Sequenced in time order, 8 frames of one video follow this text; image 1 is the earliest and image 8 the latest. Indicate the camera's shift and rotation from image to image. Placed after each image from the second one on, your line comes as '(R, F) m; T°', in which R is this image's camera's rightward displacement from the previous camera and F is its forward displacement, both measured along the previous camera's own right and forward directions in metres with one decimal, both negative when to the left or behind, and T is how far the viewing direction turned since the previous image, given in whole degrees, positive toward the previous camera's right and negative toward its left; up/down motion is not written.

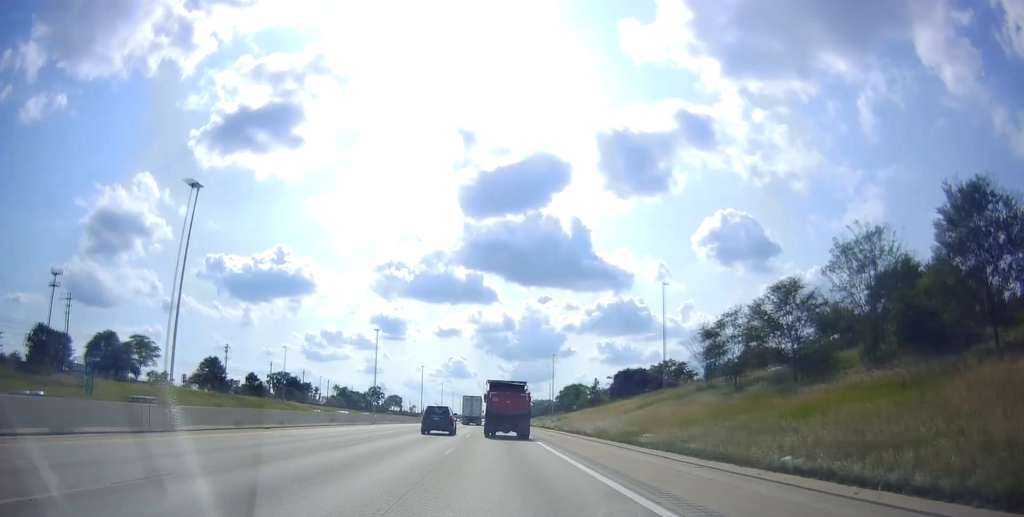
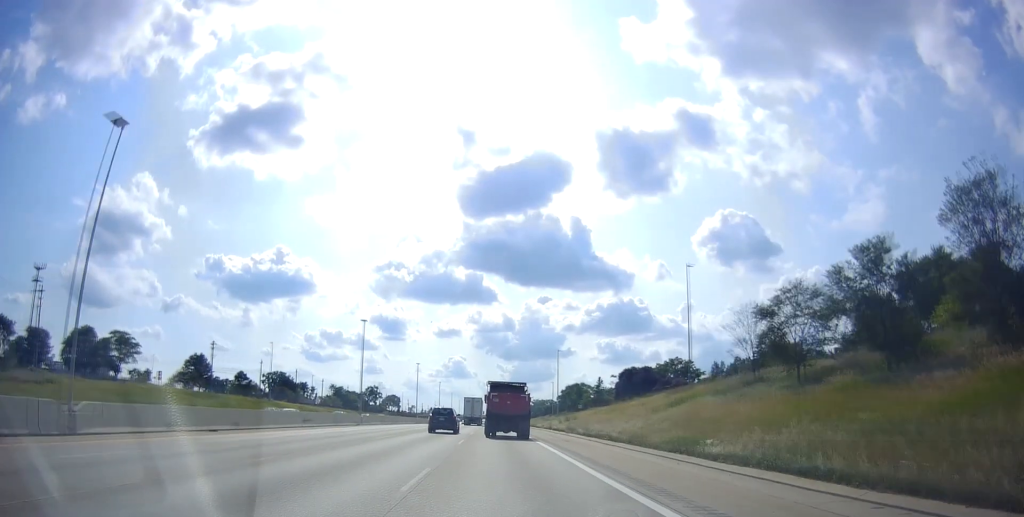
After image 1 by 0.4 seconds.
(-0.1, +8.6) m; -1°
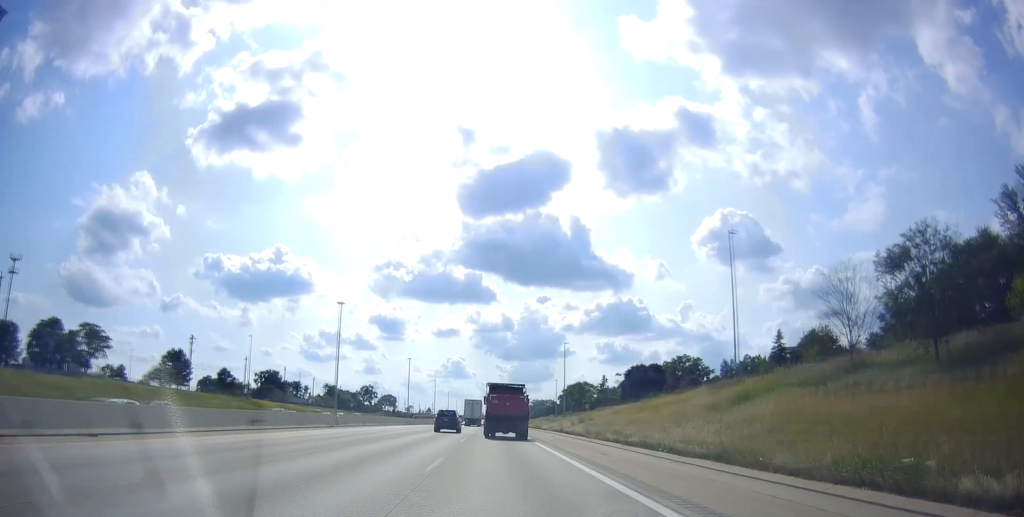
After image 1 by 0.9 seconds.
(0.0, +11.4) m; 0°
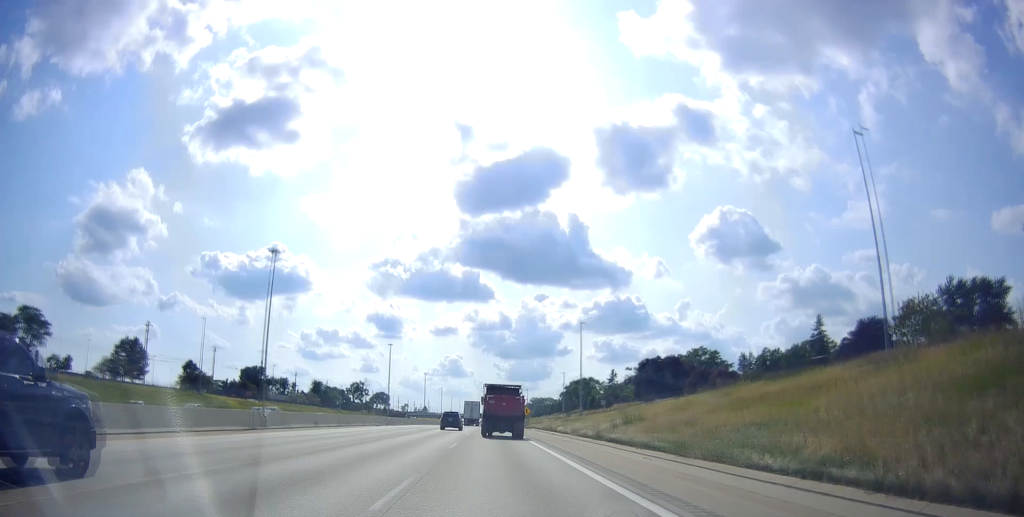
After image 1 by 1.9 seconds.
(0.0, +20.0) m; +1°
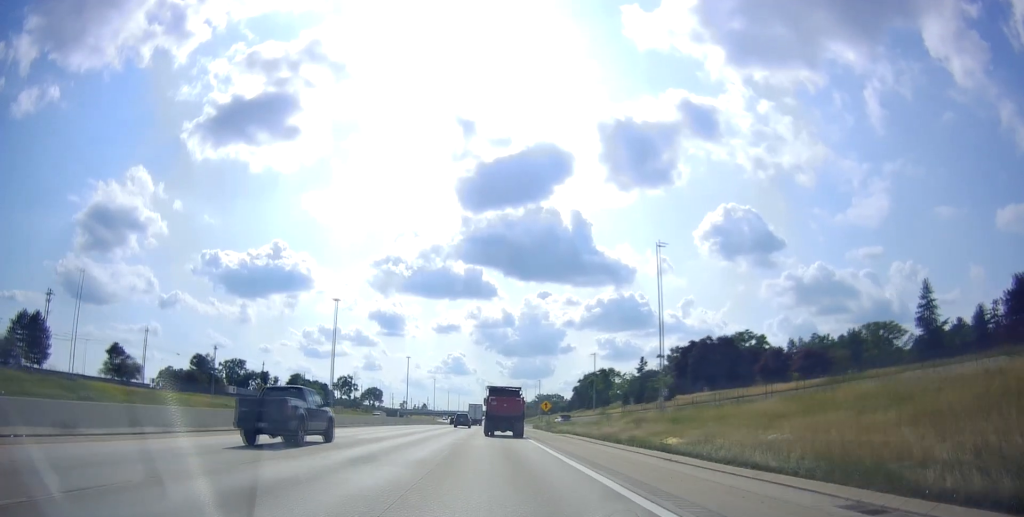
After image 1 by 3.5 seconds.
(+0.8, +35.8) m; +1°
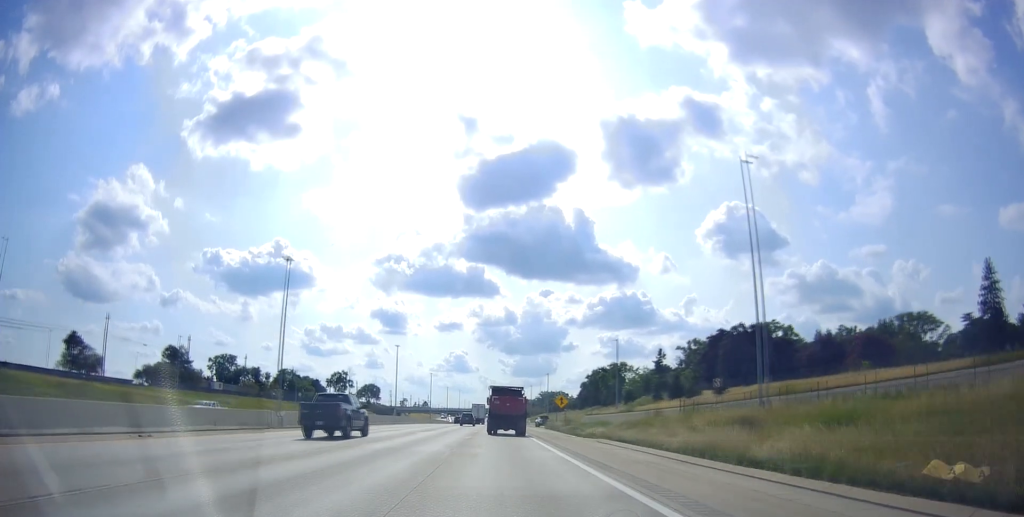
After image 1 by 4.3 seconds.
(-0.4, +15.8) m; 0°
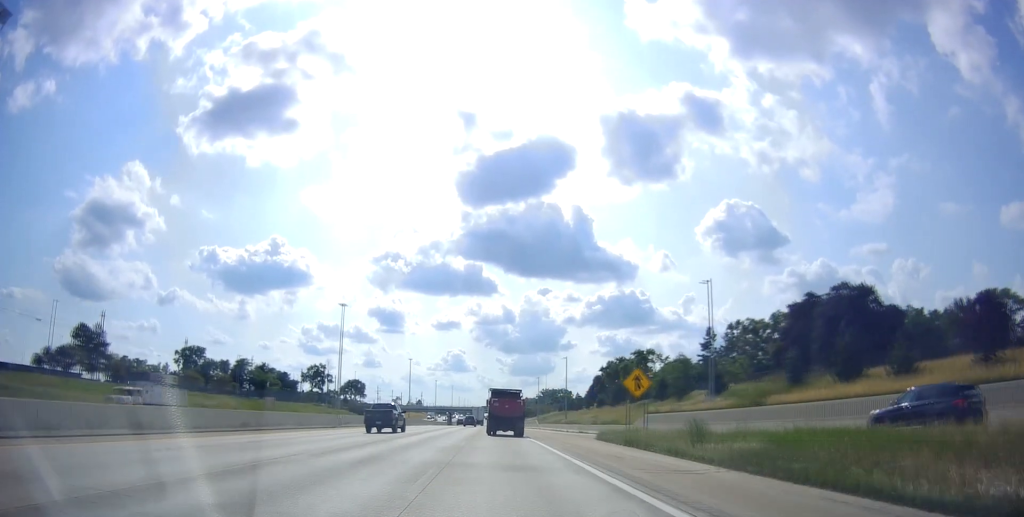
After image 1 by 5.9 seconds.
(+0.7, +35.8) m; +1°
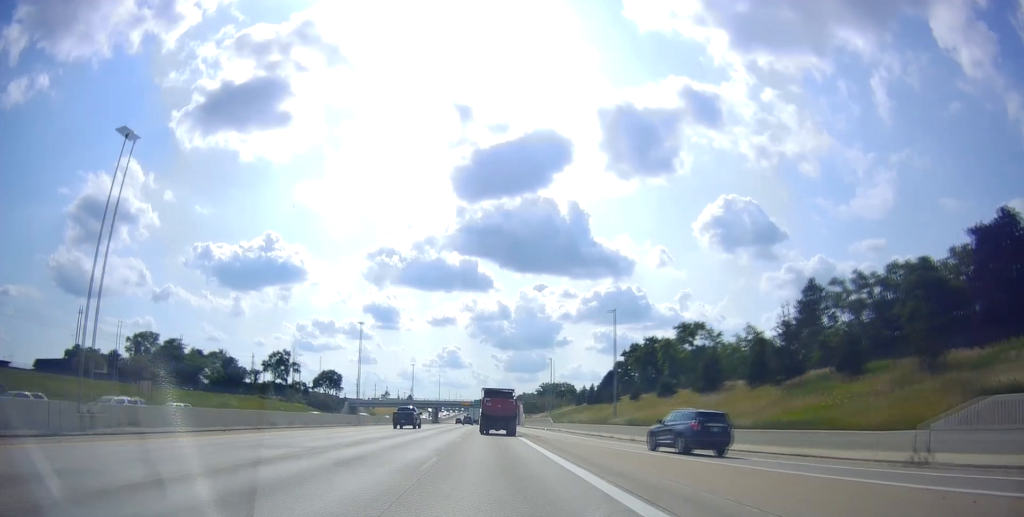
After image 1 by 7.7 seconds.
(-0.7, +41.7) m; -1°
